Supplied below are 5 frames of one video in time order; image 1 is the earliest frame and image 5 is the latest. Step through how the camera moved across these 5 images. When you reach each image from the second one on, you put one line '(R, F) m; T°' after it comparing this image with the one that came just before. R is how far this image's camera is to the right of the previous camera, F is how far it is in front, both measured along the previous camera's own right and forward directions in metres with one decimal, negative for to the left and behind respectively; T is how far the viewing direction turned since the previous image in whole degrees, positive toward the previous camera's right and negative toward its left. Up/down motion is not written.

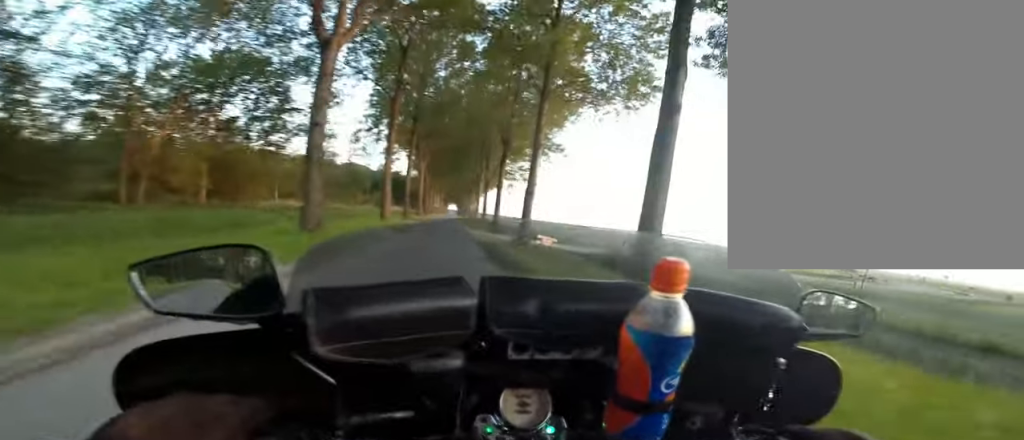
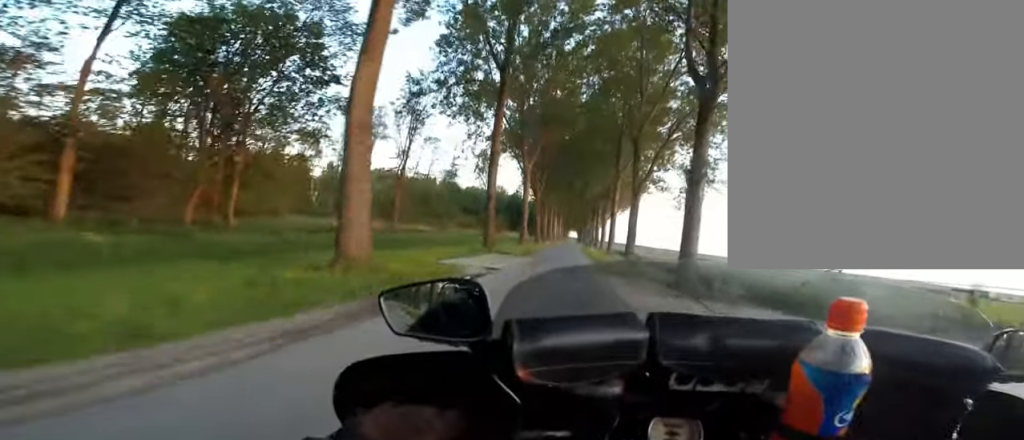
(-0.8, +24.3) m; -3°
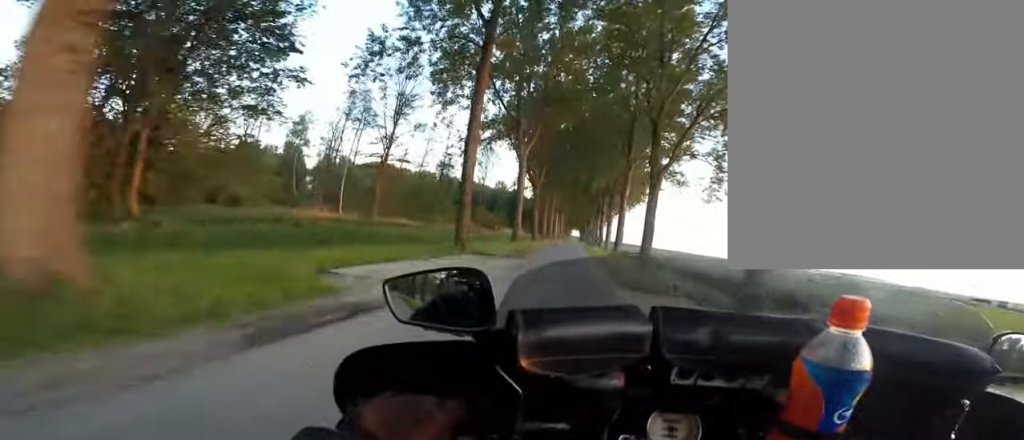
(-0.6, +6.3) m; +1°
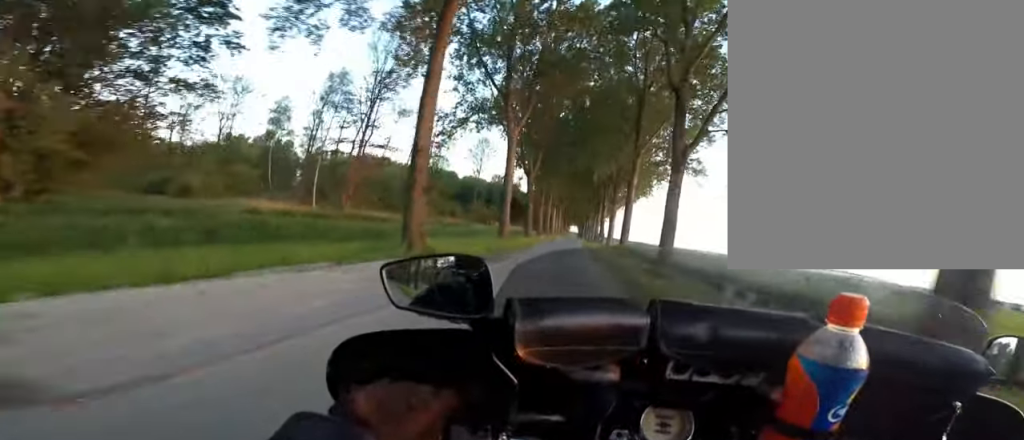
(+0.3, +5.8) m; +1°
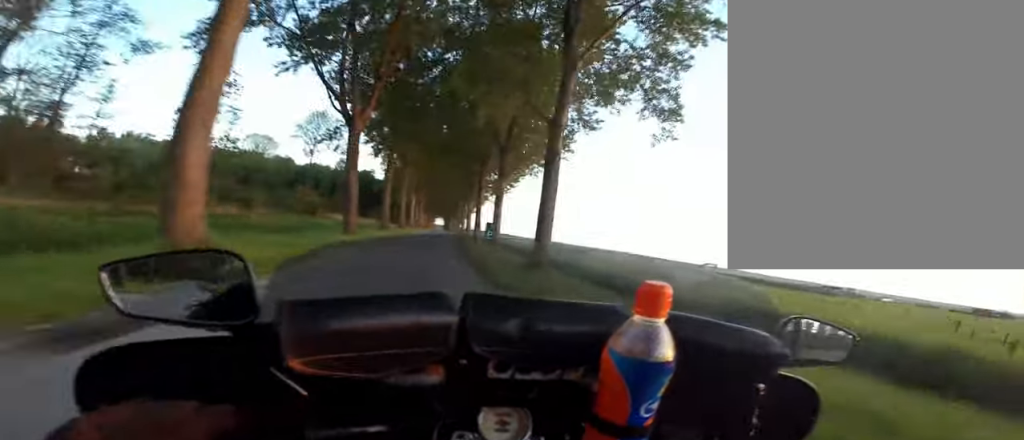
(+0.9, +19.7) m; +3°
